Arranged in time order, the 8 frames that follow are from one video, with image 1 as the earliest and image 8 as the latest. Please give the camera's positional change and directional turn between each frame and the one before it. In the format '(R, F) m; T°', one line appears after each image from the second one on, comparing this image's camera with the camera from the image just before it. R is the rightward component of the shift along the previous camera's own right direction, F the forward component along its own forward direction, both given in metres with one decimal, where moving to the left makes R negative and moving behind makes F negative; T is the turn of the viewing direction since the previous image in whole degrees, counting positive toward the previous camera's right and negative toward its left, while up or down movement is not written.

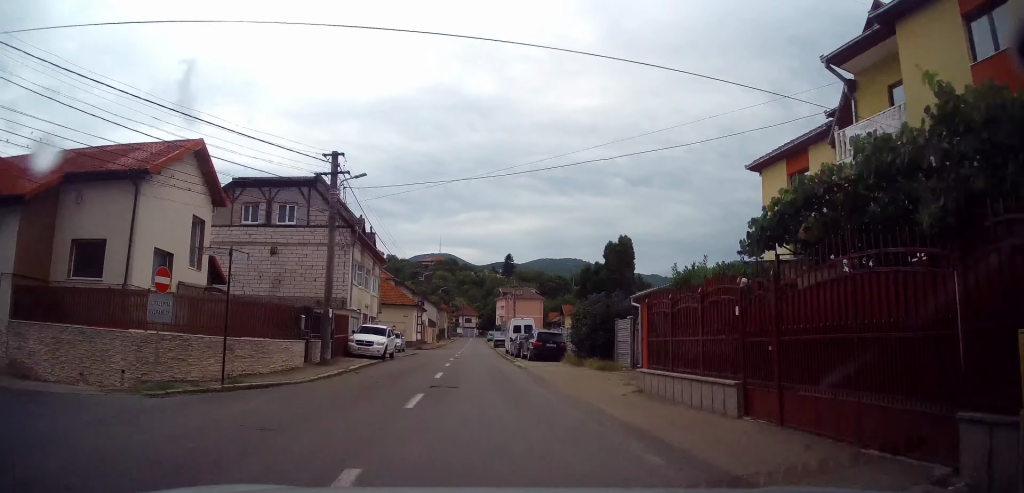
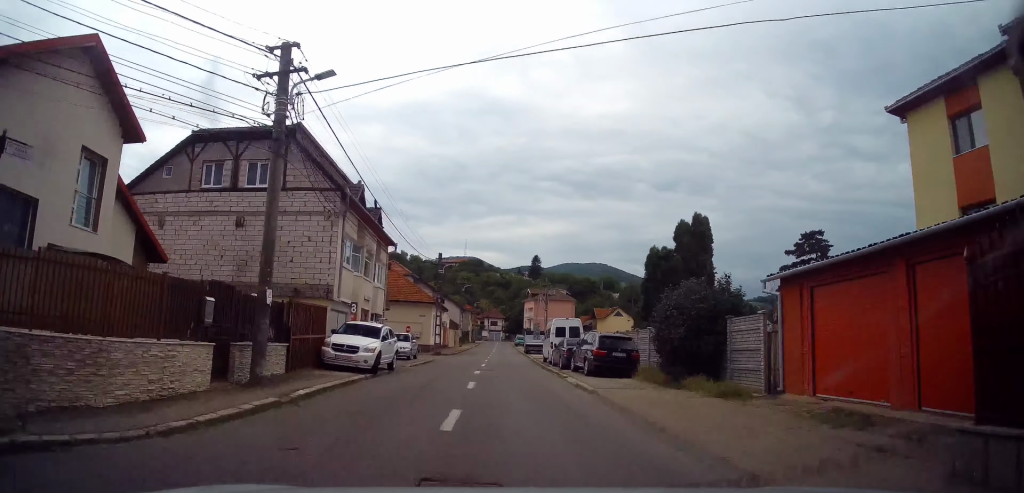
(0.0, +8.1) m; +2°
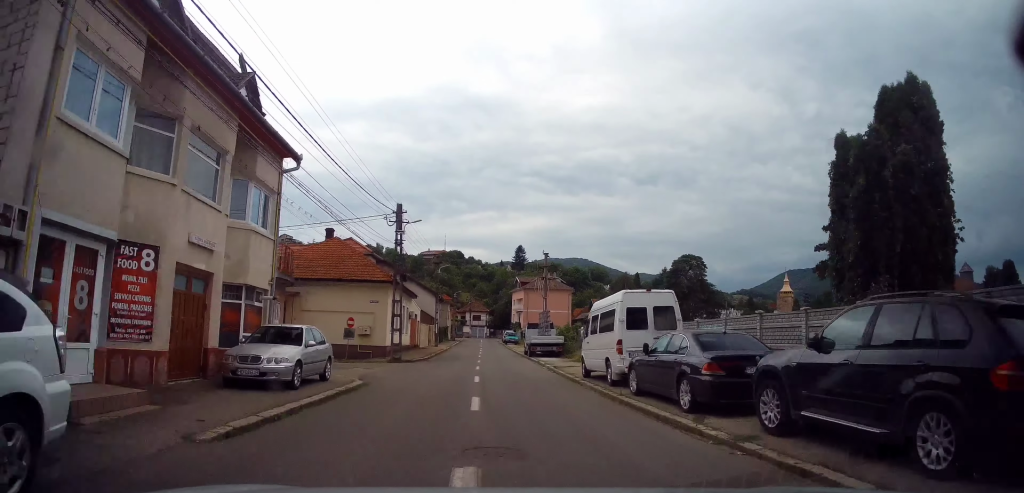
(+0.6, +16.1) m; +1°
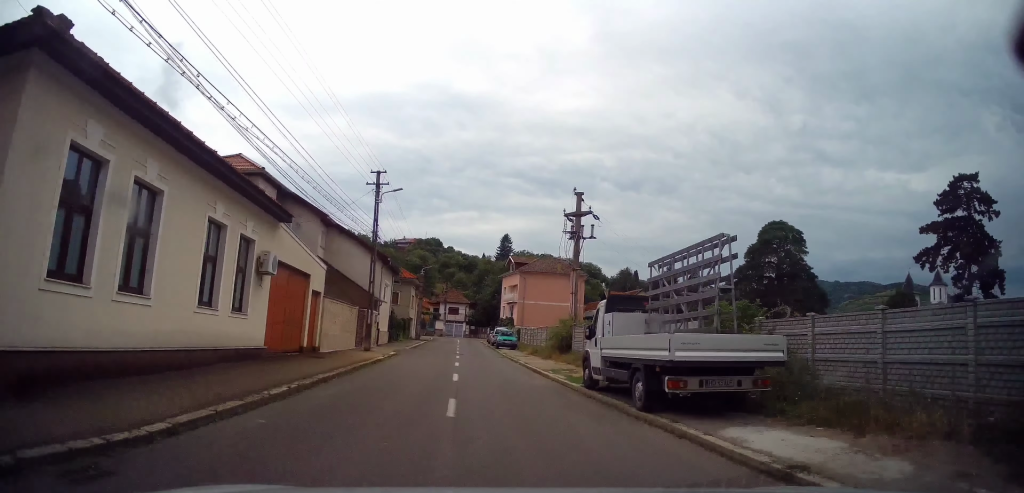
(0.0, +26.6) m; +2°
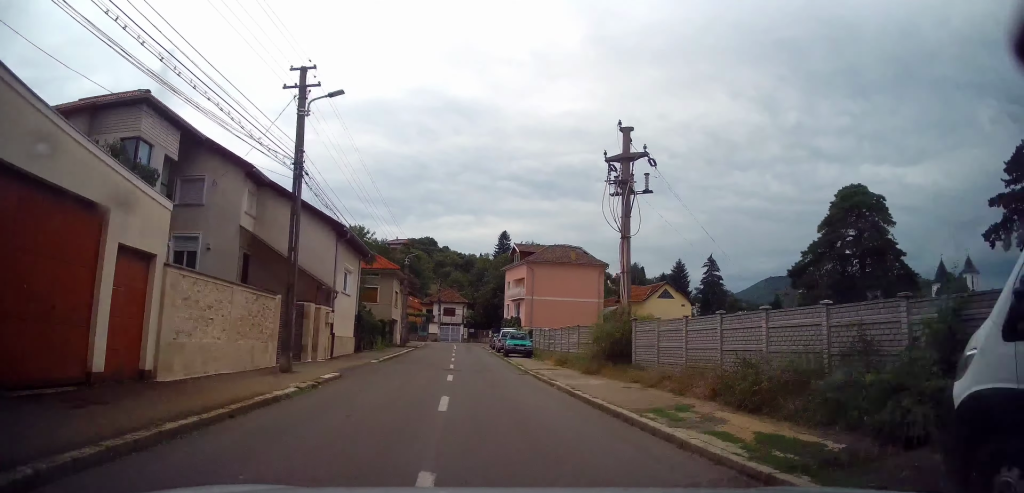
(+0.1, +11.2) m; 0°
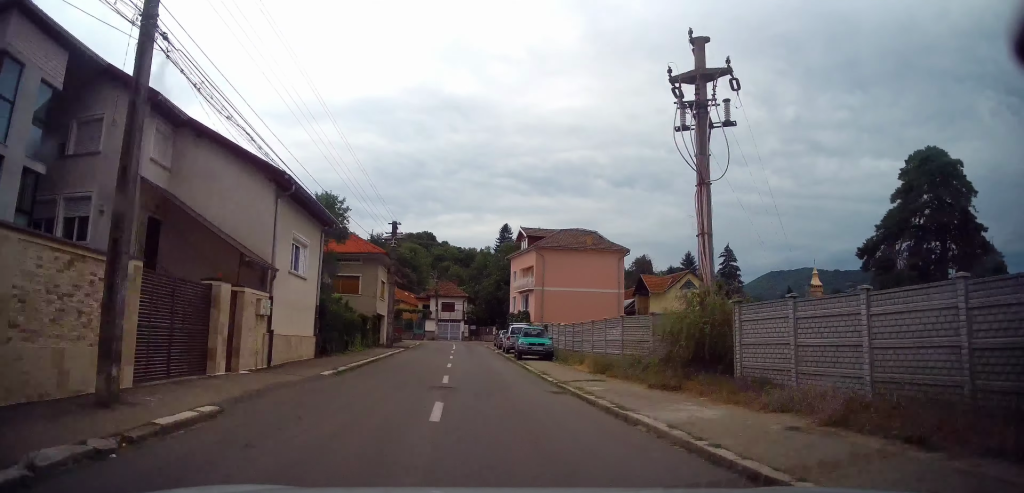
(0.0, +7.4) m; 0°
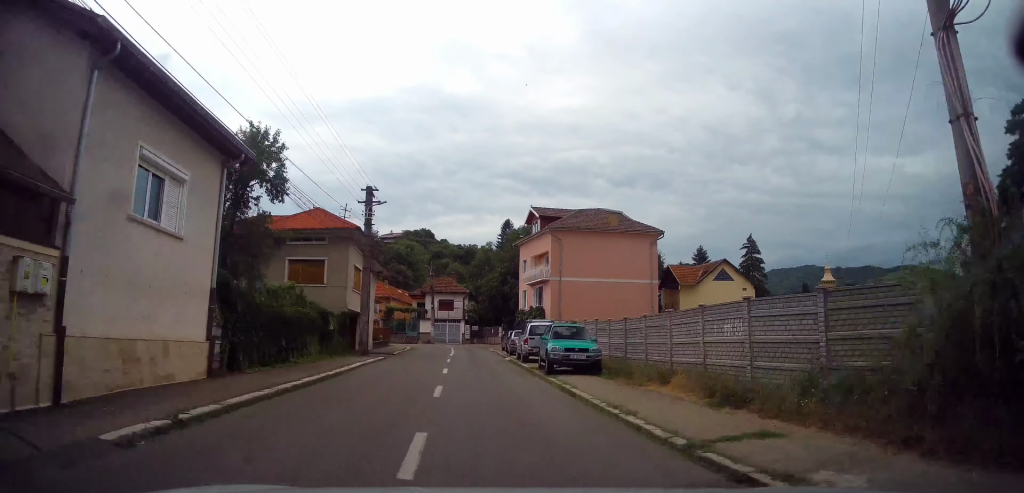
(0.0, +8.7) m; 0°
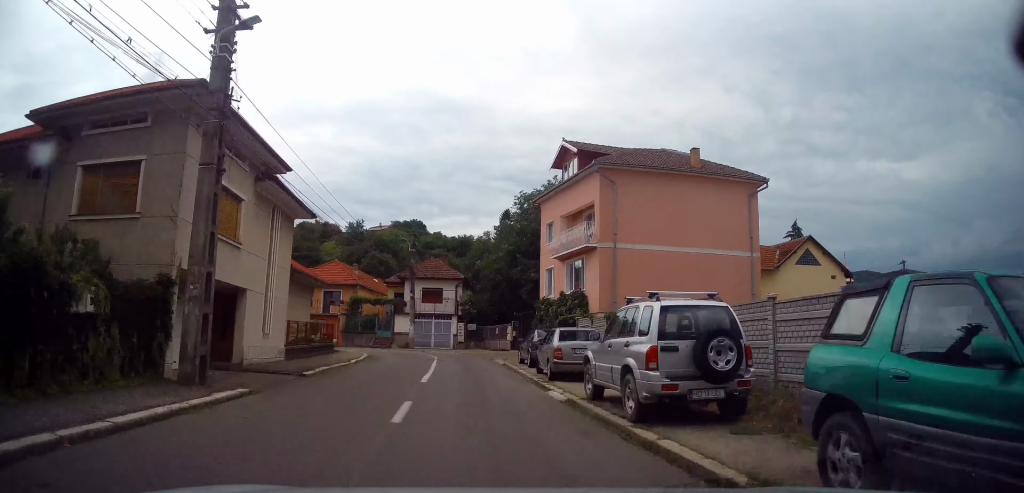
(0.0, +15.2) m; 0°
